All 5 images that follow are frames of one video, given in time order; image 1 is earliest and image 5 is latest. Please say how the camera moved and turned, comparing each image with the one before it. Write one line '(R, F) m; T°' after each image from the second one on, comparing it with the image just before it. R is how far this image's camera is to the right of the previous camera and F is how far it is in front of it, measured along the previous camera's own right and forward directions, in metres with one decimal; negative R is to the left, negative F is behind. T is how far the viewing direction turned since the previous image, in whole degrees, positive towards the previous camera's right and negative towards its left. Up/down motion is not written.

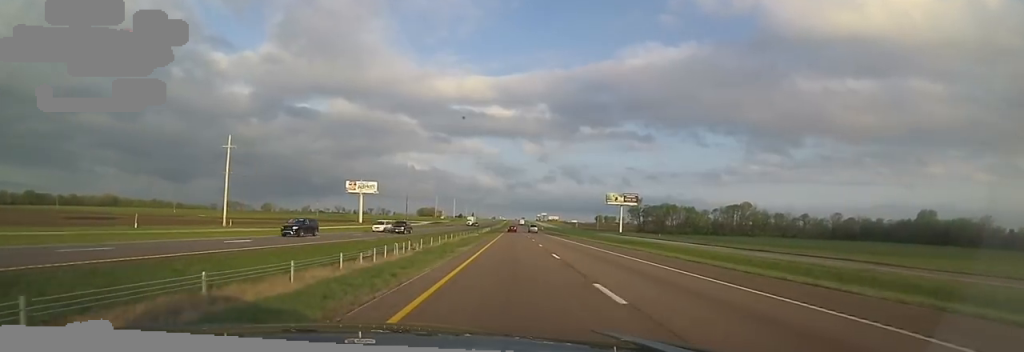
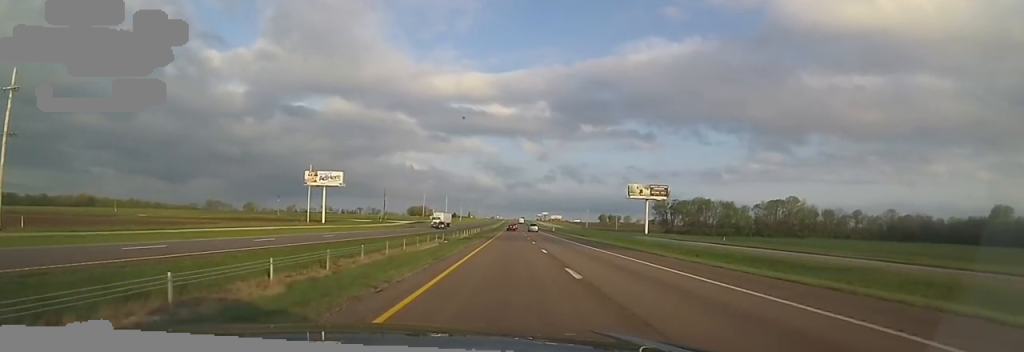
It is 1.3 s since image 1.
(+1.0, +44.9) m; -1°
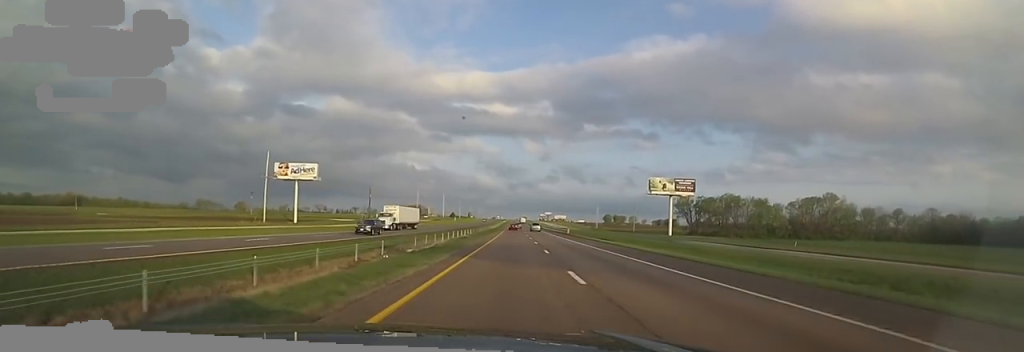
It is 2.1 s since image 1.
(-1.4, +25.9) m; -1°
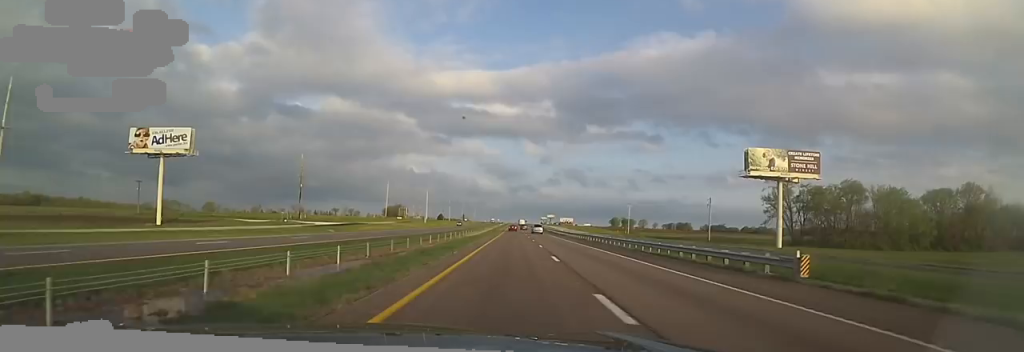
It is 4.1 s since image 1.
(+2.2, +66.9) m; +1°
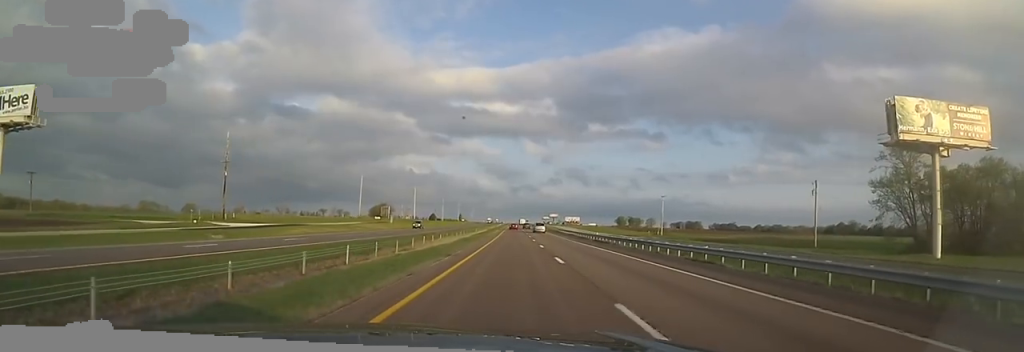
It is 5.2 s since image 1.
(-0.4, +38.5) m; -2°
